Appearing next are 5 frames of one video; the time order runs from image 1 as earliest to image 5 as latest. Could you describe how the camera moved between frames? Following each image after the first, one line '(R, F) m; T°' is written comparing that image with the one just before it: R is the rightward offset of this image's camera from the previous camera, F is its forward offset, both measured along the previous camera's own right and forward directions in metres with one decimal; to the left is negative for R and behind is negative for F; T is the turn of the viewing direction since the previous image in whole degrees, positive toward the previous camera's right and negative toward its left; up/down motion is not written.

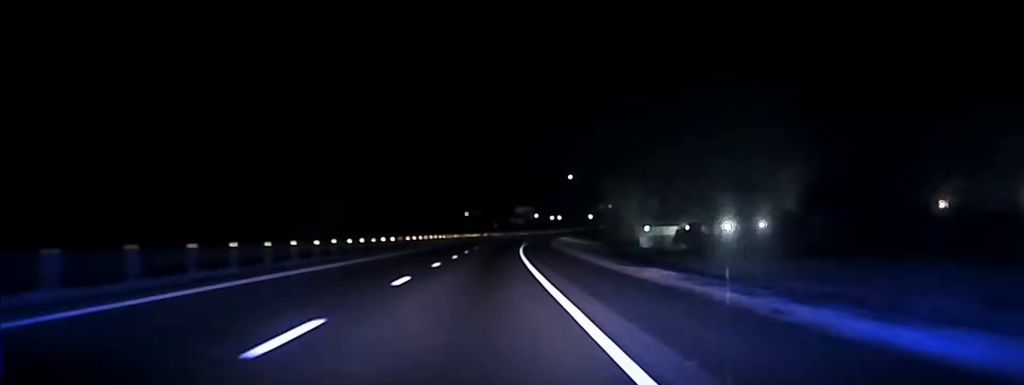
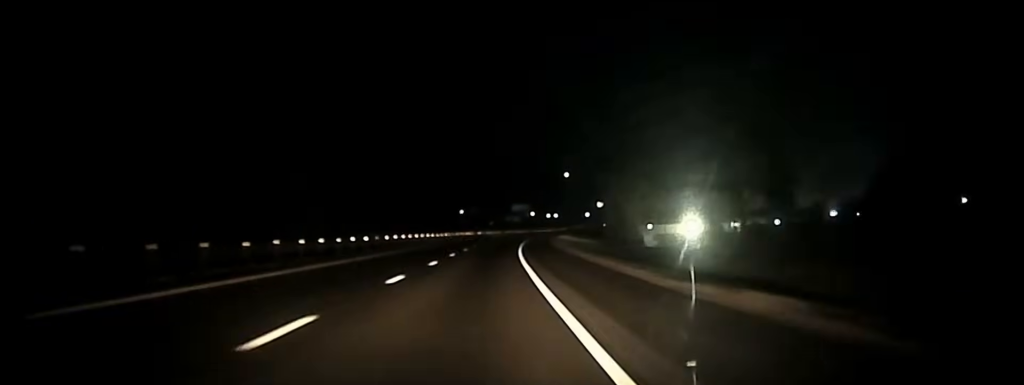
(0.0, +11.3) m; 0°
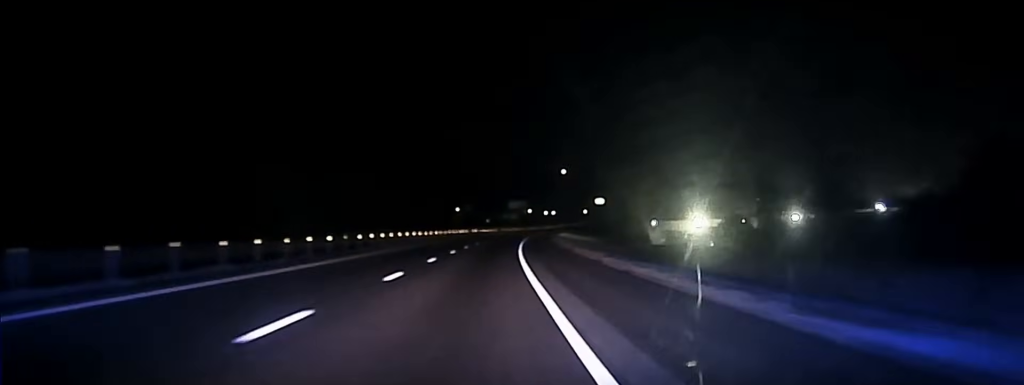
(-0.1, +12.2) m; +1°
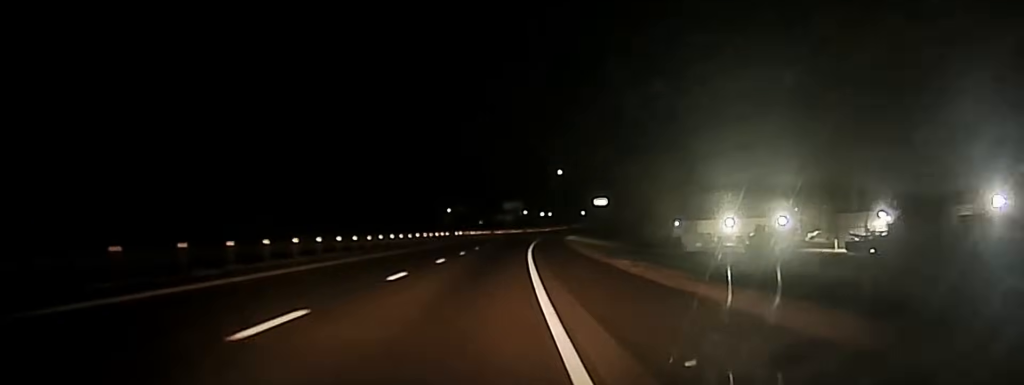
(+0.4, +34.5) m; +1°
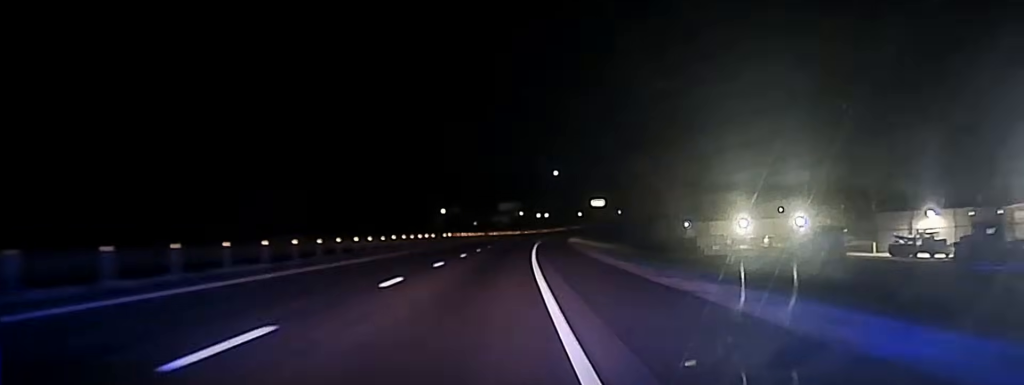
(-0.4, +14.3) m; +1°
